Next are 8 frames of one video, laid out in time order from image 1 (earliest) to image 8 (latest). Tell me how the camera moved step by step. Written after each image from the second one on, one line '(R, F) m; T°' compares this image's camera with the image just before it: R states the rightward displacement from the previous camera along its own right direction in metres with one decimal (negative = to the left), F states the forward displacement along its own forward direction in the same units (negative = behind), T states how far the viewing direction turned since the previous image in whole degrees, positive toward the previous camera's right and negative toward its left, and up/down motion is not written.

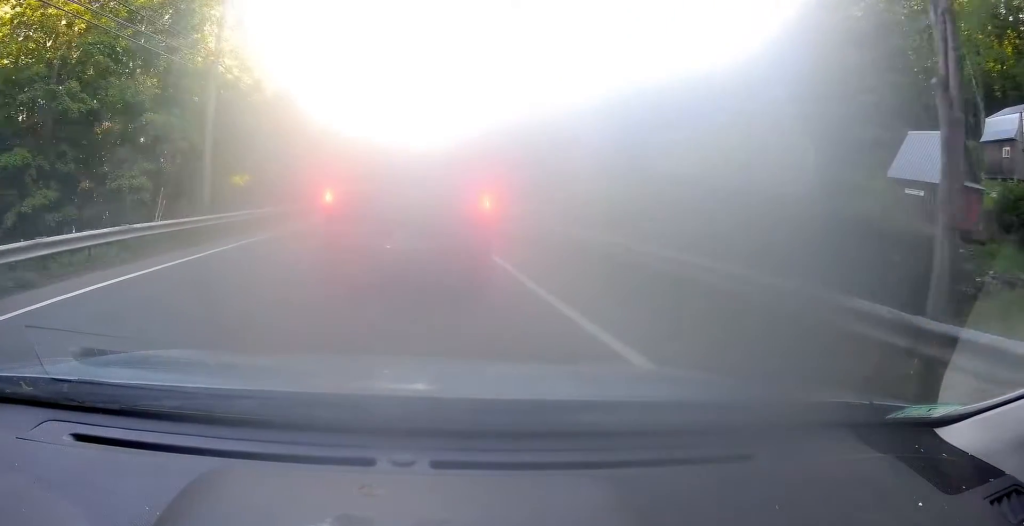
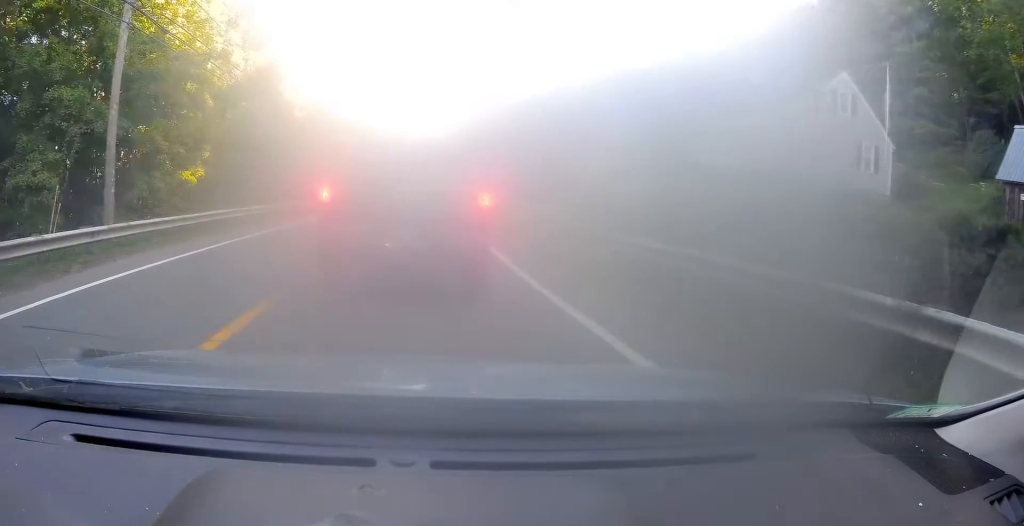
(+0.2, +7.6) m; +1°
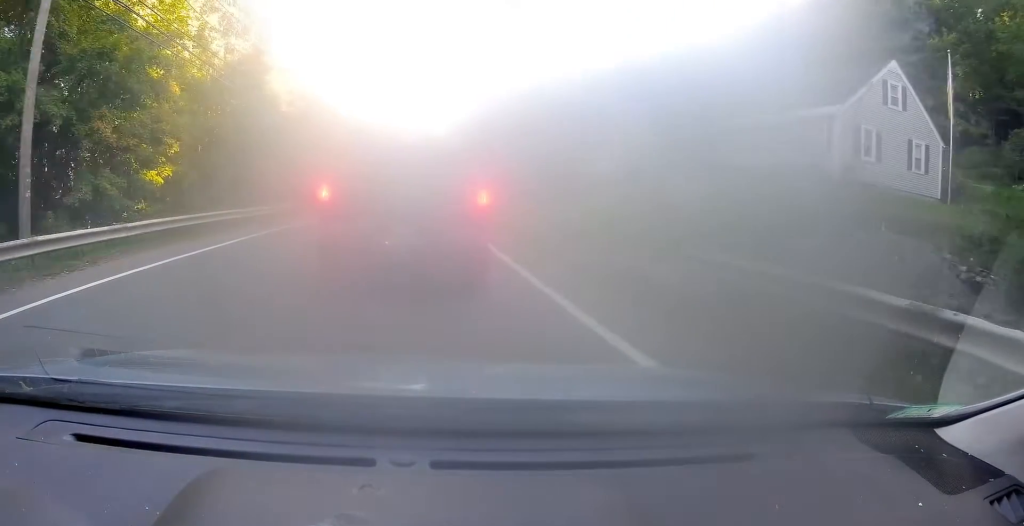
(+0.1, +4.0) m; -2°
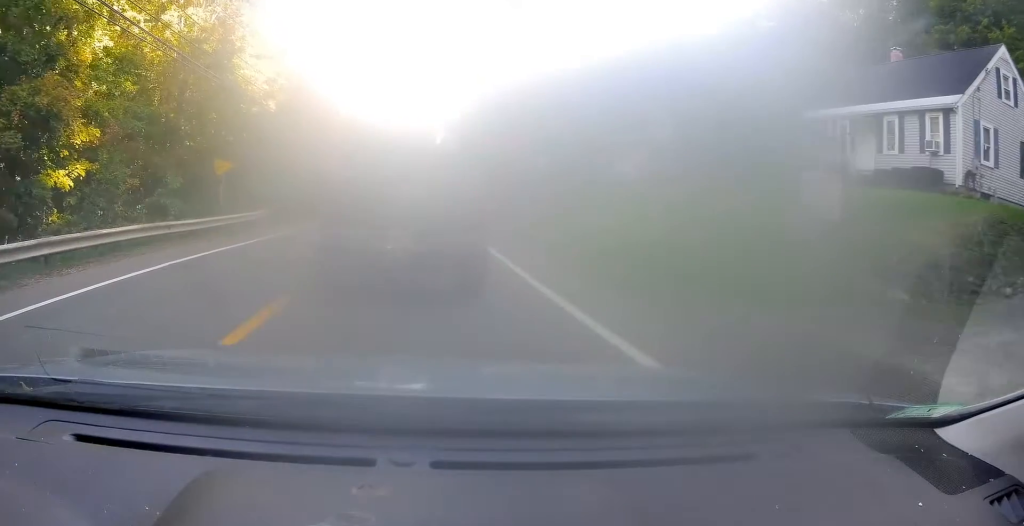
(-0.4, +6.7) m; -3°
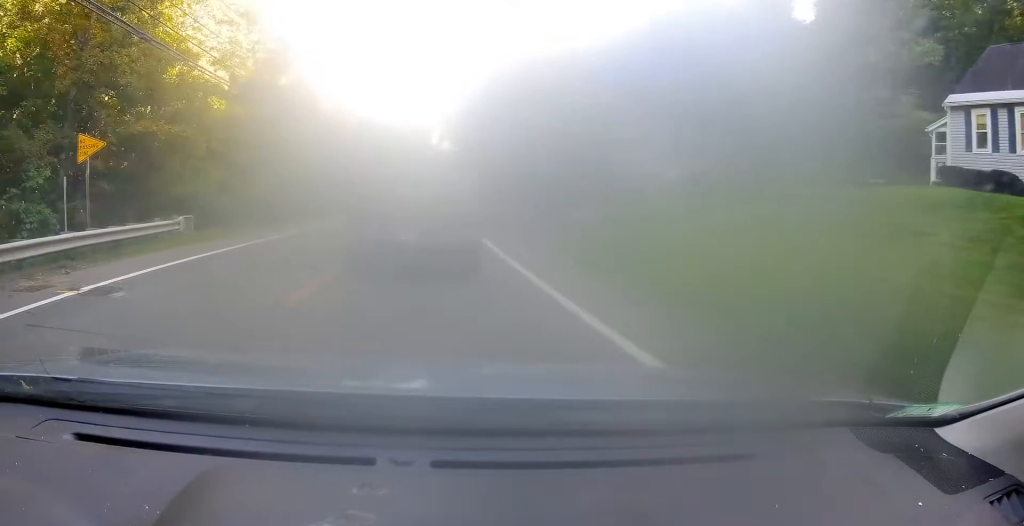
(+0.3, +9.2) m; +5°
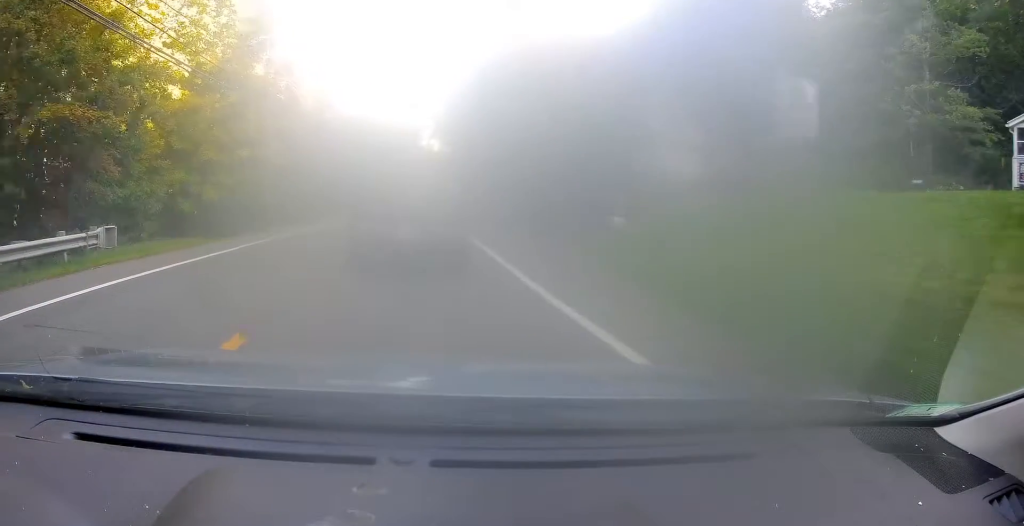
(+0.1, +4.2) m; +2°
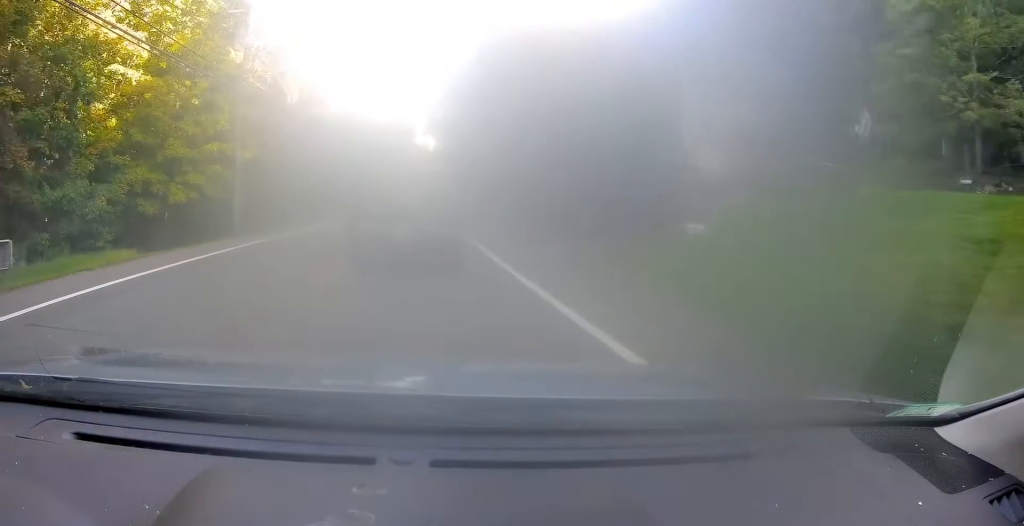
(+0.3, +4.2) m; -1°
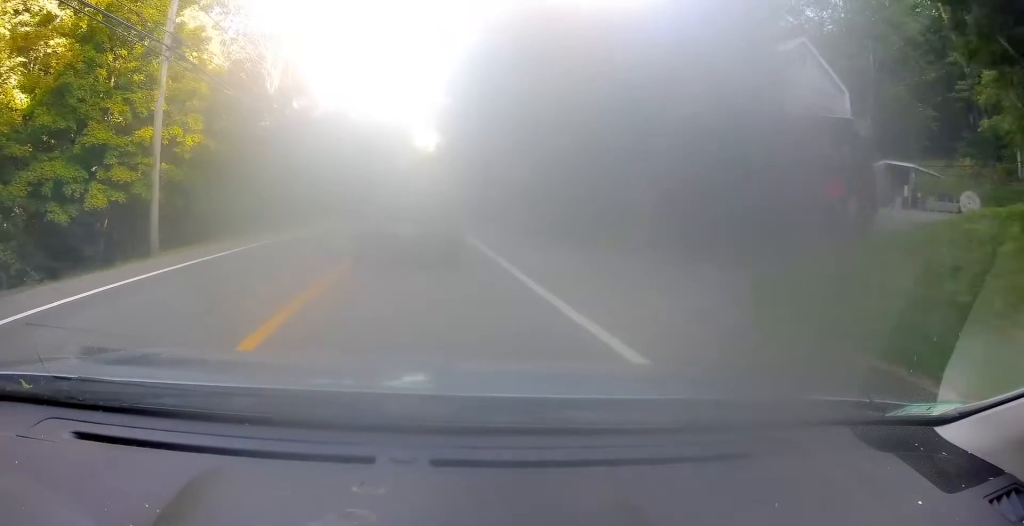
(-0.4, +7.3) m; +3°
